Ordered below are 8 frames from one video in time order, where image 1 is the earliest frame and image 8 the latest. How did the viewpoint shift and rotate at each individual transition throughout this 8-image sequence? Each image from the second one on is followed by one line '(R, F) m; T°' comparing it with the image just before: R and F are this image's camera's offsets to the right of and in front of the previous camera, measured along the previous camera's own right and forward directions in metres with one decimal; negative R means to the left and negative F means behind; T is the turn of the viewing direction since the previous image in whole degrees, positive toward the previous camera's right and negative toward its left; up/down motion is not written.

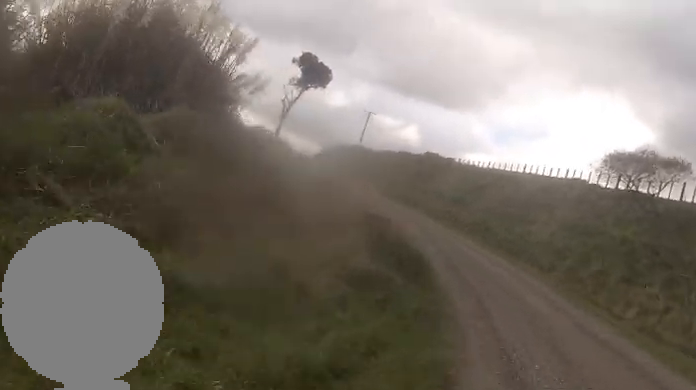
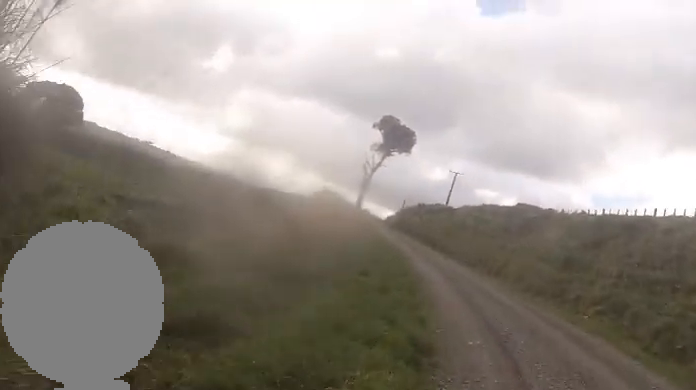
(-1.5, +11.5) m; -12°
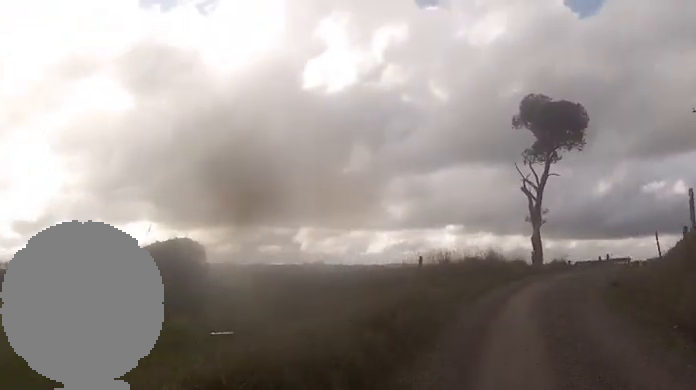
(-4.9, +36.2) m; -6°
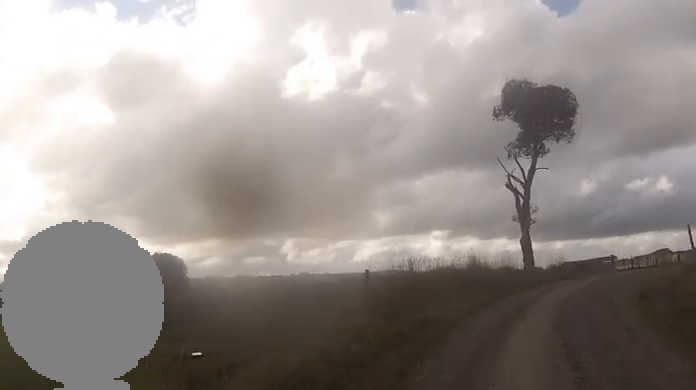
(0.0, +6.1) m; +3°
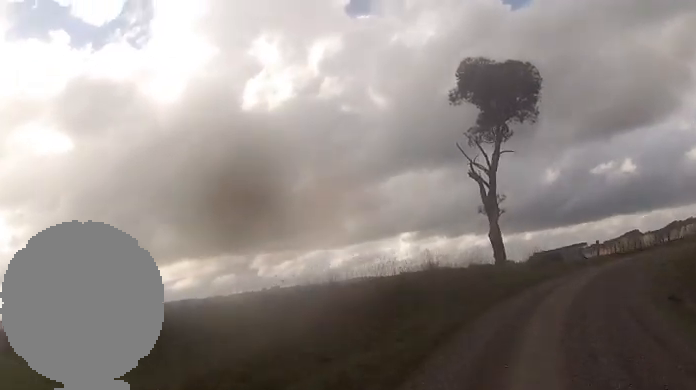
(+0.2, +5.2) m; +6°
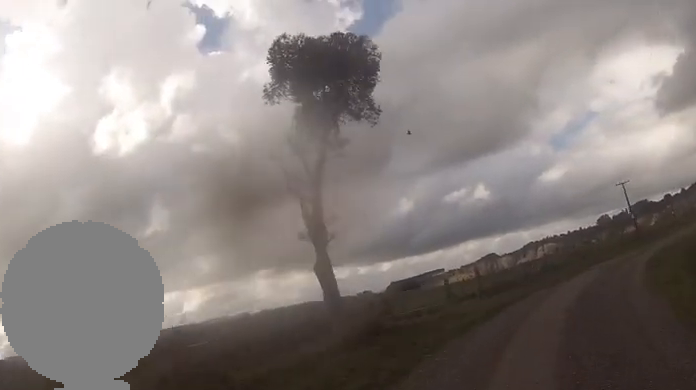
(+1.9, +13.8) m; +15°
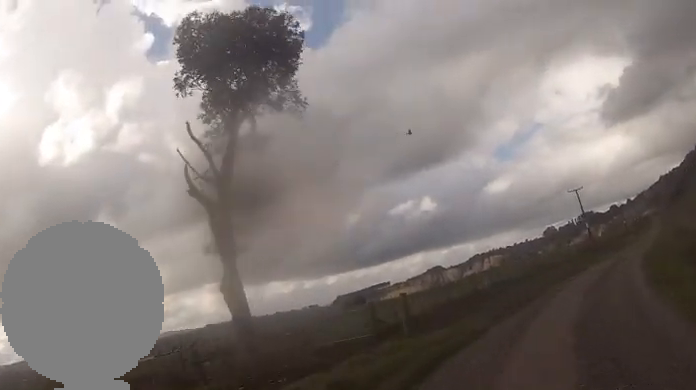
(+0.3, +6.1) m; +6°
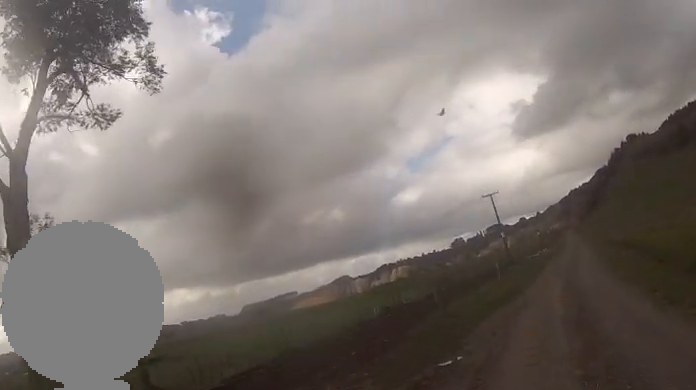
(+0.4, +10.0) m; +8°
